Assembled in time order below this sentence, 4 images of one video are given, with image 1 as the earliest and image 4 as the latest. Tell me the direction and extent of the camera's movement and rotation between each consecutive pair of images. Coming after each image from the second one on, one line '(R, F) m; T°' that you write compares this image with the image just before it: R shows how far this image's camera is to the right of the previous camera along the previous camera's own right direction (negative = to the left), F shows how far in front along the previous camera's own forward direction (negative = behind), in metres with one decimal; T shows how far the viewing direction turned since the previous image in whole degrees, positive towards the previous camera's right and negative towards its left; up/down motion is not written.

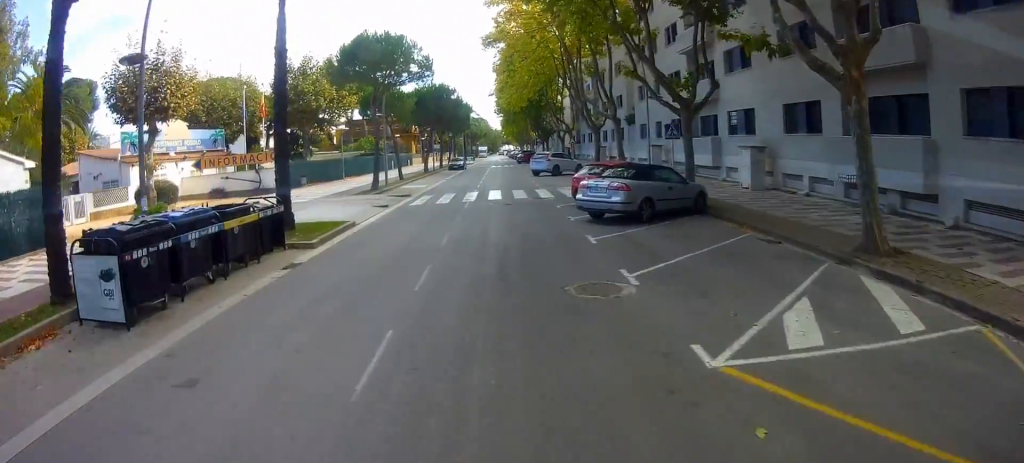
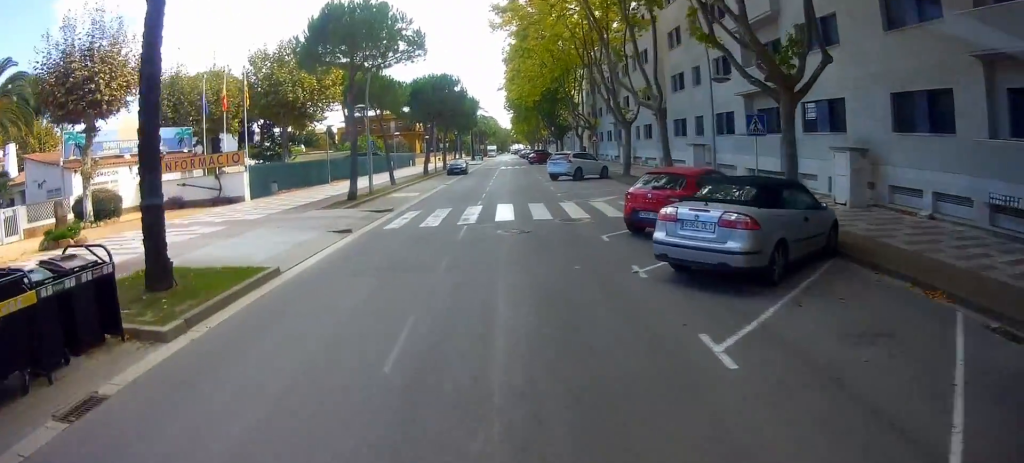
(0.0, +6.6) m; 0°
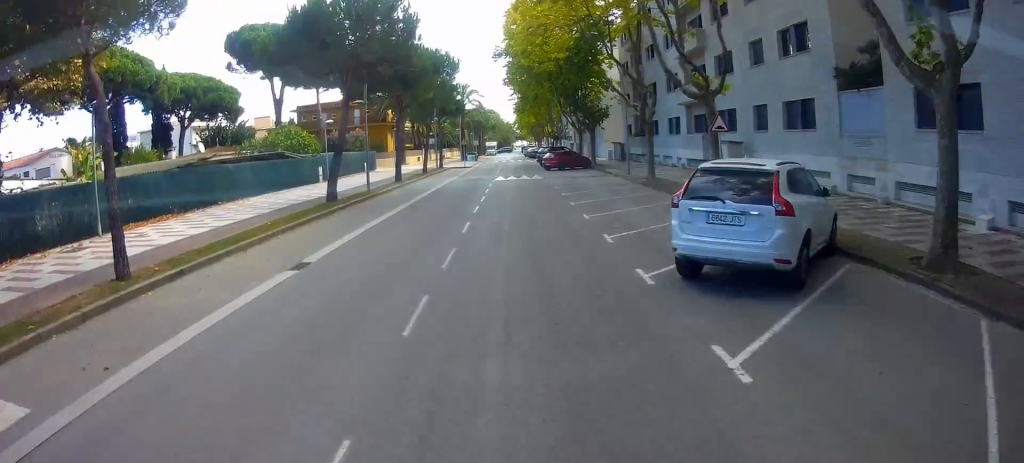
(+0.2, +25.1) m; 0°
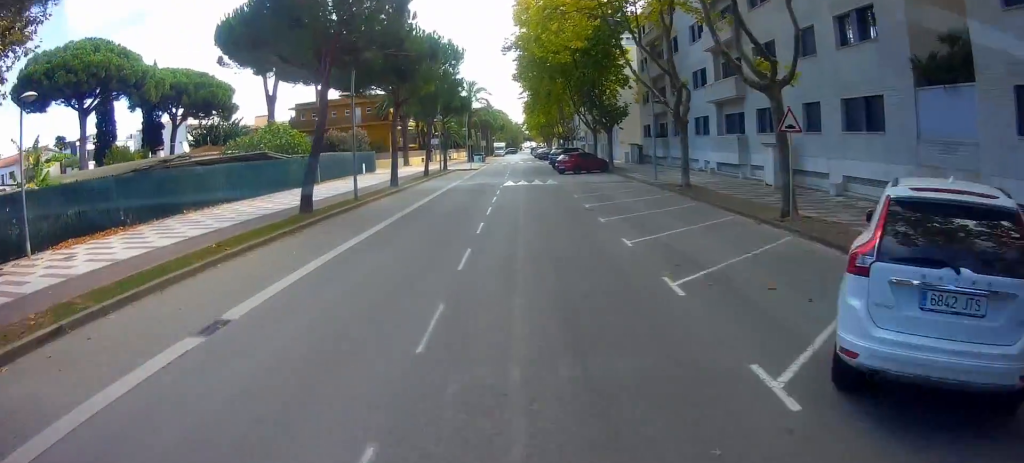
(0.0, +3.9) m; +1°
